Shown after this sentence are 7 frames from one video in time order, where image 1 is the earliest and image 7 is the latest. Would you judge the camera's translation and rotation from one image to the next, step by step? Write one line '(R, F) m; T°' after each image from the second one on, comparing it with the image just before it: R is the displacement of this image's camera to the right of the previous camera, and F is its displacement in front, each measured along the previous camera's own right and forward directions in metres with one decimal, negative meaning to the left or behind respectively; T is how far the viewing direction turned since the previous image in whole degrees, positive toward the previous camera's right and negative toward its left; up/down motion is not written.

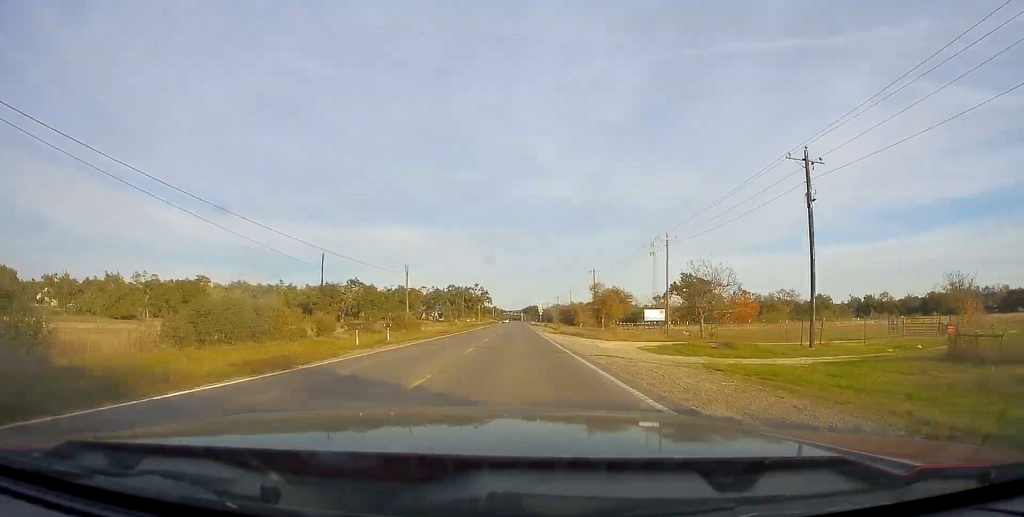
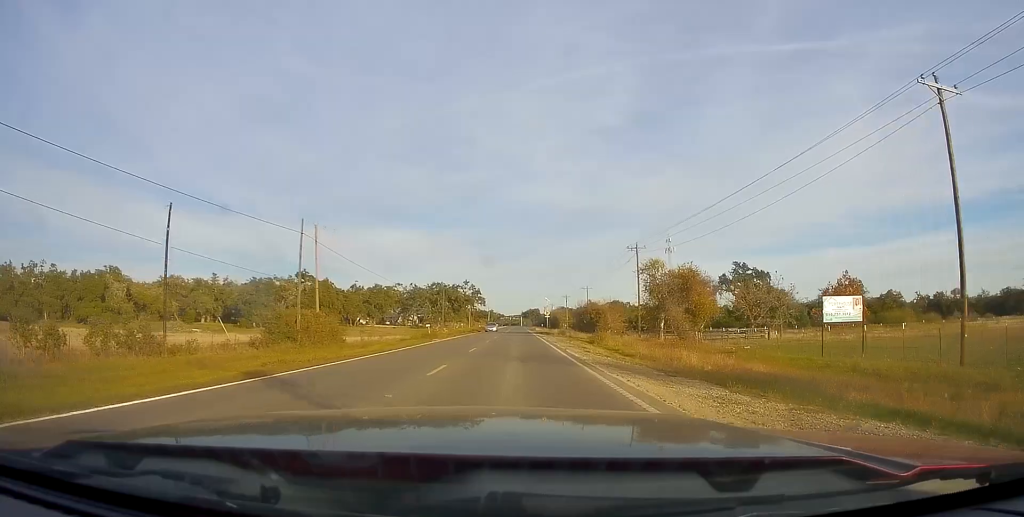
(+0.5, +42.8) m; +1°
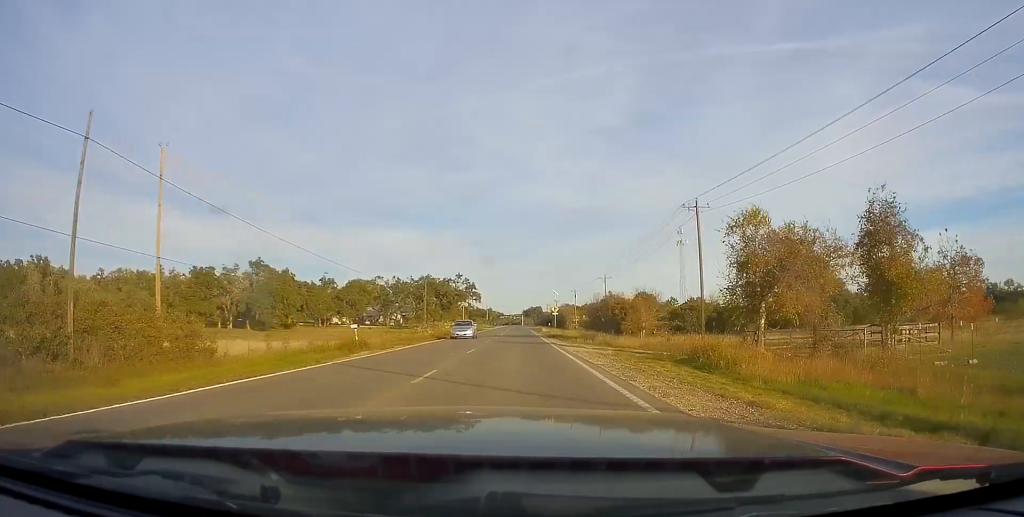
(-0.1, +25.2) m; -1°
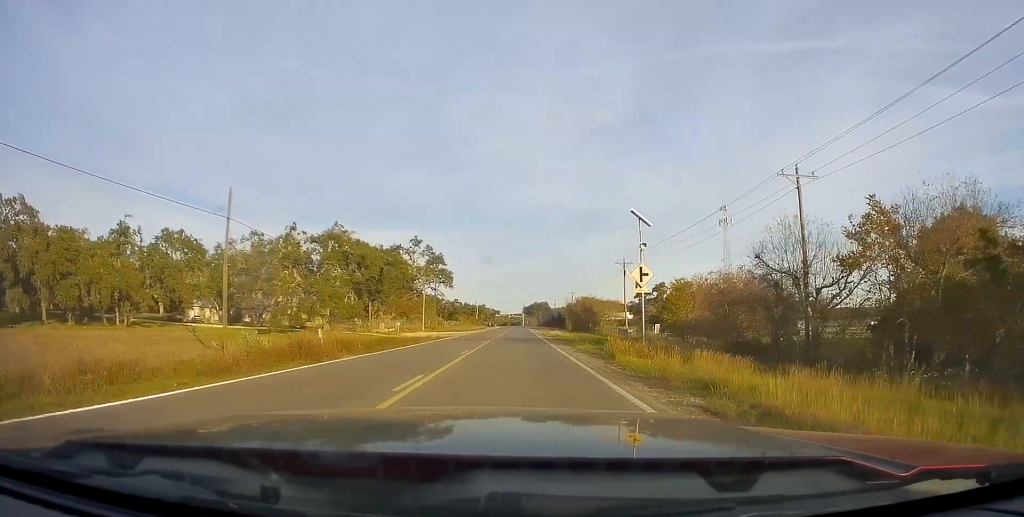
(+0.6, +70.2) m; 0°
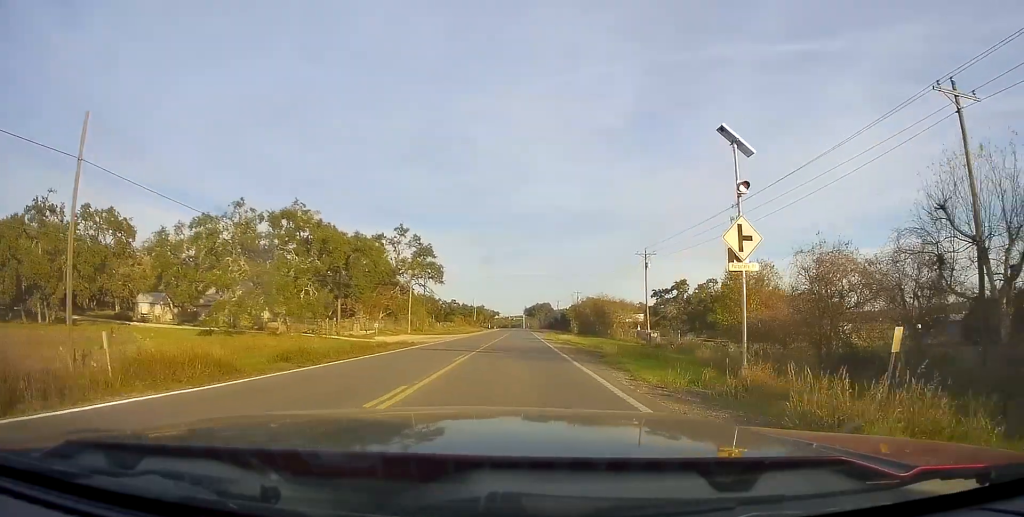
(-0.2, +13.2) m; 0°
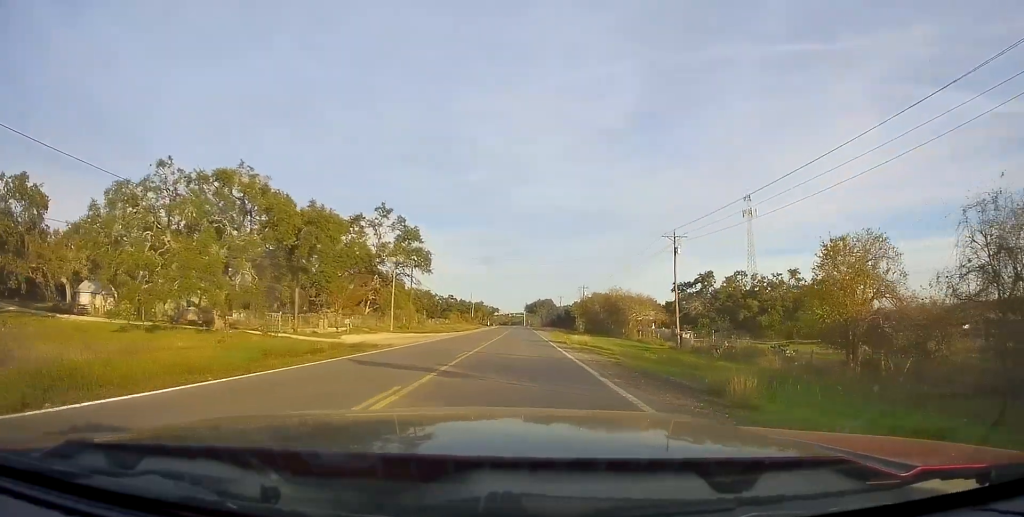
(-0.3, +12.4) m; 0°
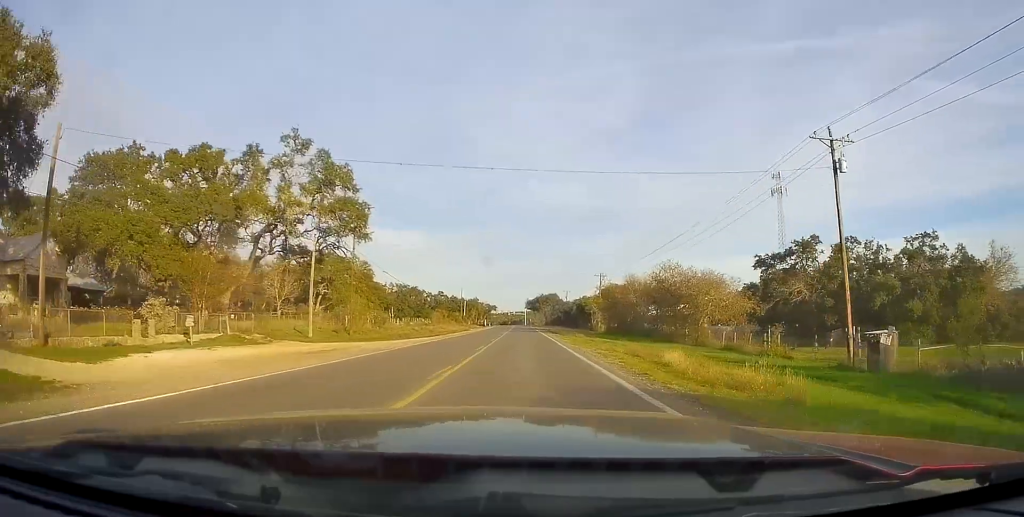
(+0.4, +30.1) m; +1°
